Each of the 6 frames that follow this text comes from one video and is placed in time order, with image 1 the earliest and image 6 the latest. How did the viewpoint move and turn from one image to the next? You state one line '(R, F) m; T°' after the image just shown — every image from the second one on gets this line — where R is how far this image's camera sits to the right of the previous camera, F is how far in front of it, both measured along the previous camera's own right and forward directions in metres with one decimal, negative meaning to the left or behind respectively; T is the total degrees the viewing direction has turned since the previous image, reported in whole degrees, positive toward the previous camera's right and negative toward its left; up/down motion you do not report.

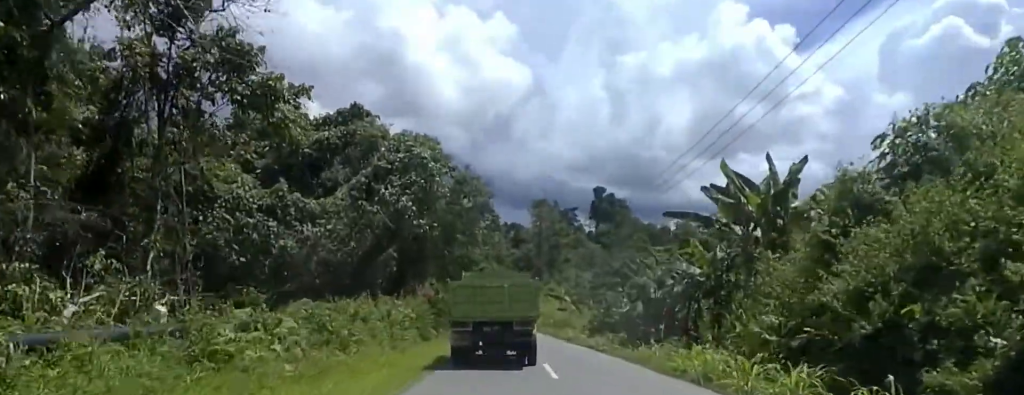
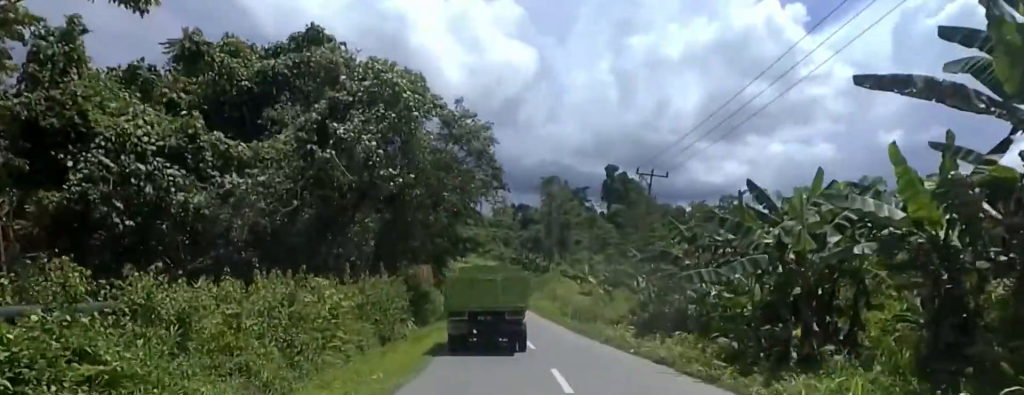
(-0.5, +11.1) m; -4°
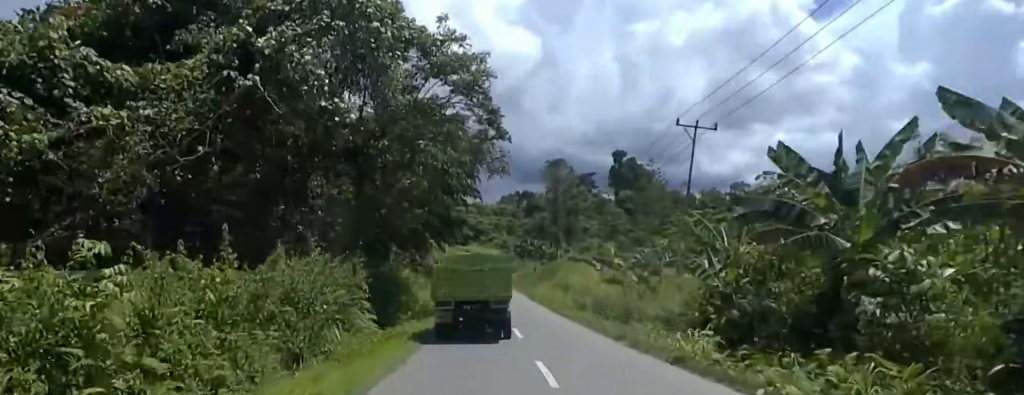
(0.0, +8.3) m; -1°
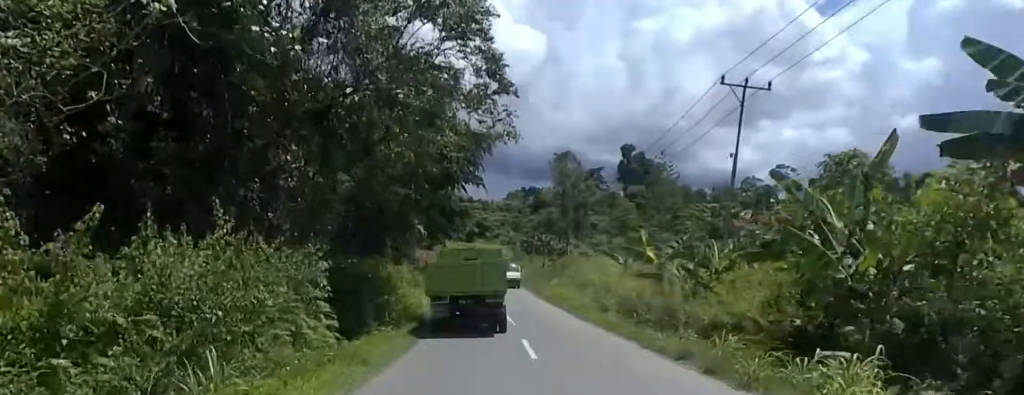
(-0.1, +5.0) m; -1°
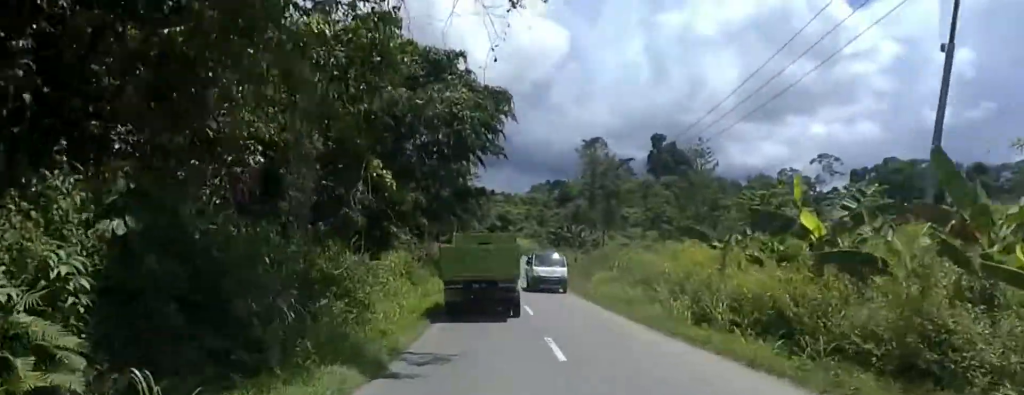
(-0.1, +9.5) m; -1°
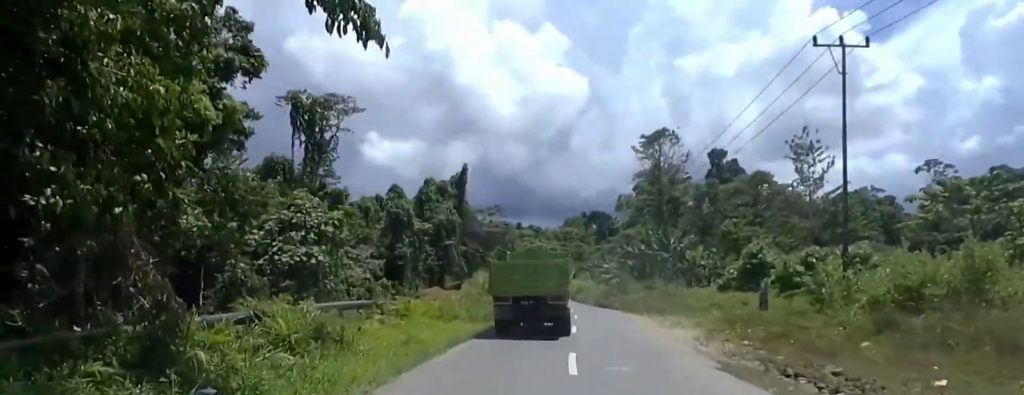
(0.0, +38.8) m; 0°
